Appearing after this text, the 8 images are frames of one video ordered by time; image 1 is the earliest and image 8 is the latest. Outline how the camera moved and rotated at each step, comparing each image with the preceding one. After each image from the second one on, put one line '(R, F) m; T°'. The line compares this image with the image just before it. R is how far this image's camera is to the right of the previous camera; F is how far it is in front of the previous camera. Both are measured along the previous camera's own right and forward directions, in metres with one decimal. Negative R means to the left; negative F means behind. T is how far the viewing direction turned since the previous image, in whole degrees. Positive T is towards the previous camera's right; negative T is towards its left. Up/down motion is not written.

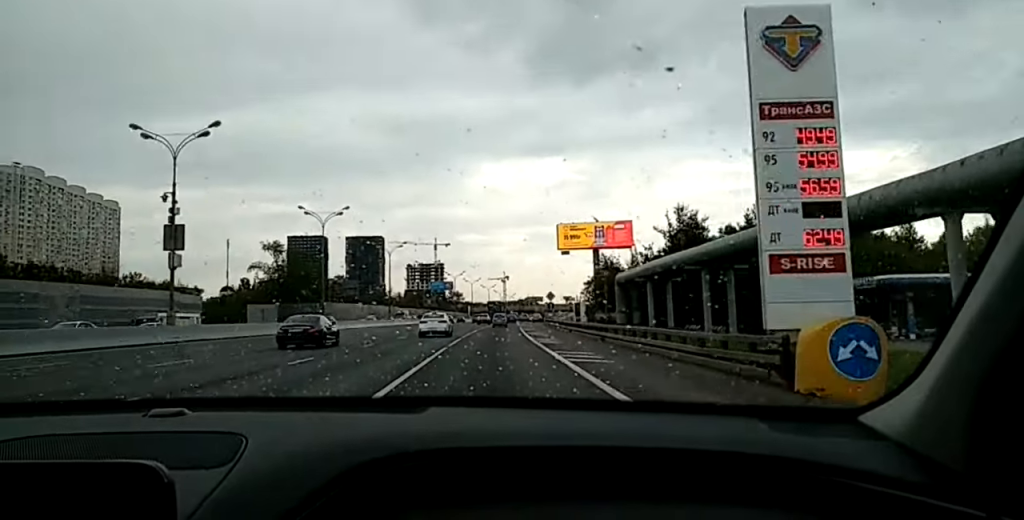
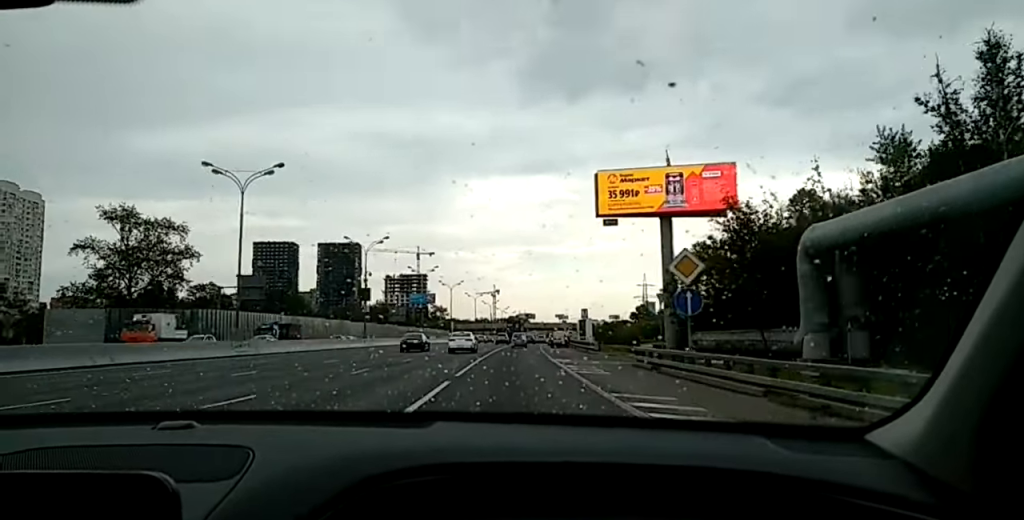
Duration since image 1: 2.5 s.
(+0.5, +60.0) m; +1°
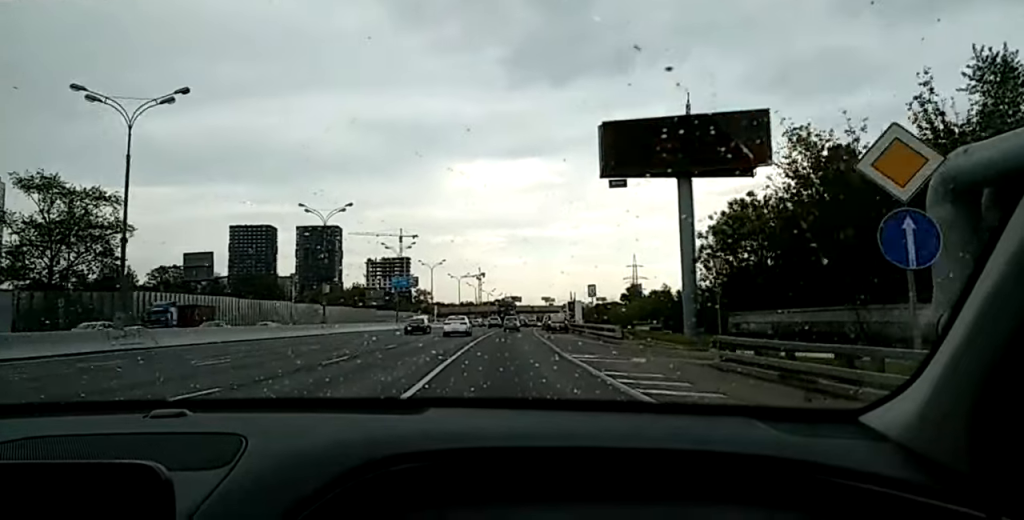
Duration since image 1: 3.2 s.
(+0.2, +14.8) m; +1°
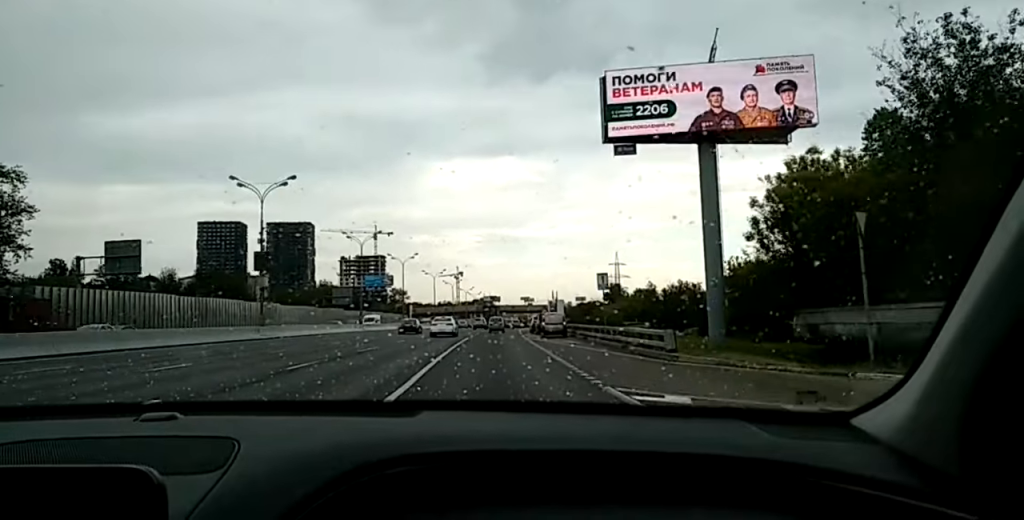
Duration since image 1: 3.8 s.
(+0.1, +14.5) m; +1°
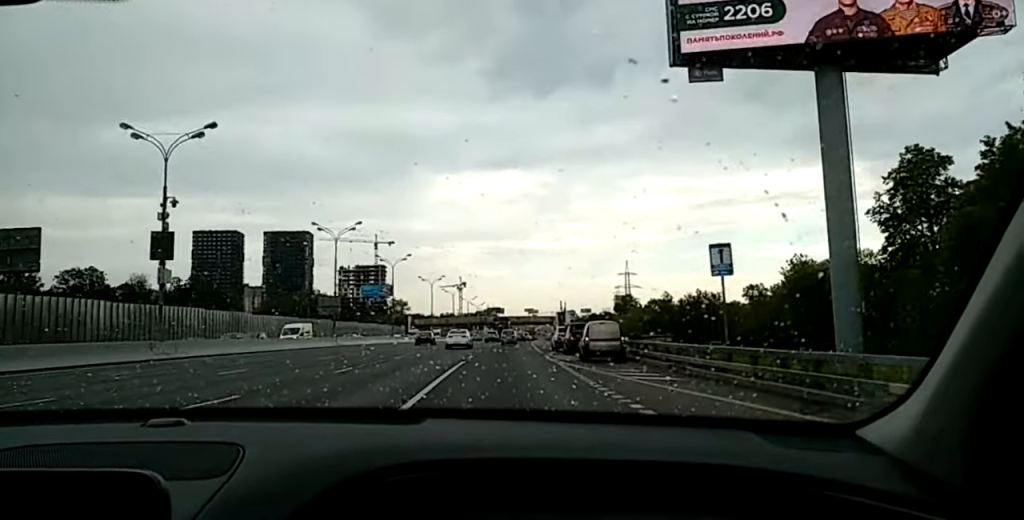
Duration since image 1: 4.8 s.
(+0.2, +20.8) m; +1°
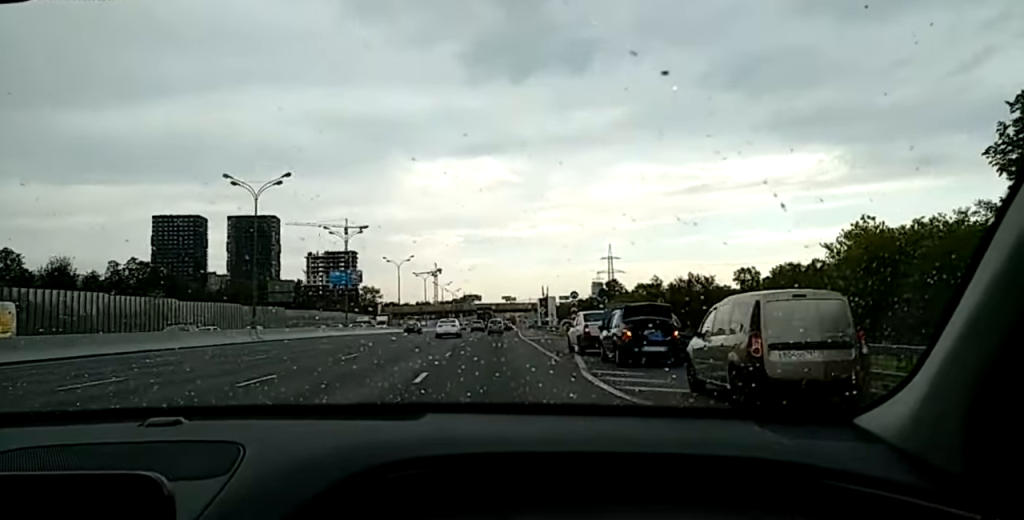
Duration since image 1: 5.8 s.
(+0.3, +20.2) m; +2°
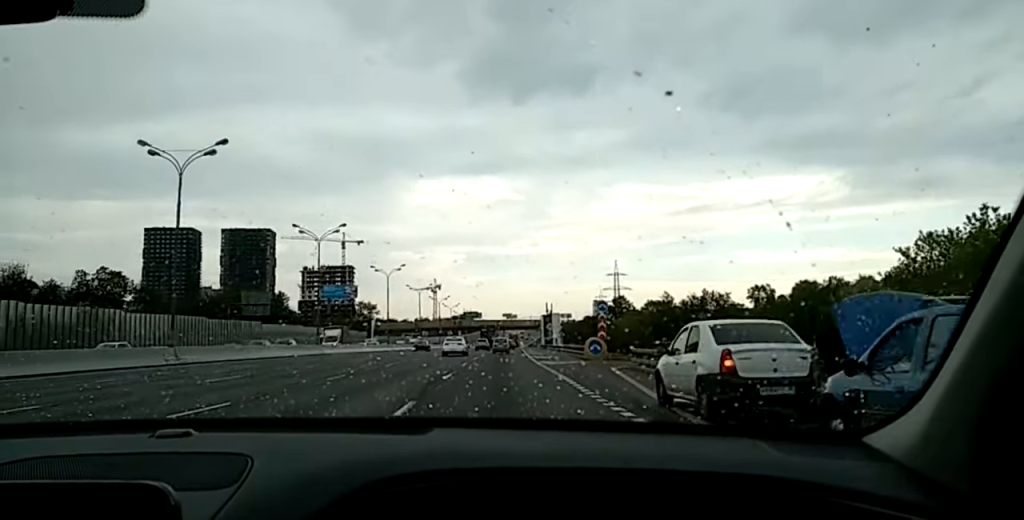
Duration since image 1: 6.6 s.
(+0.1, +15.9) m; +1°
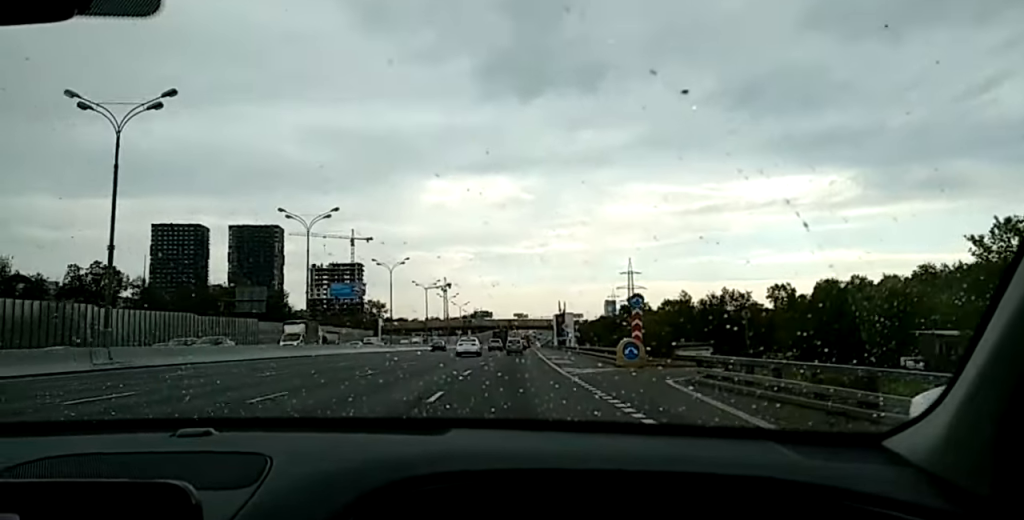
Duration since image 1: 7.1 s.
(+0.2, +8.7) m; 0°
